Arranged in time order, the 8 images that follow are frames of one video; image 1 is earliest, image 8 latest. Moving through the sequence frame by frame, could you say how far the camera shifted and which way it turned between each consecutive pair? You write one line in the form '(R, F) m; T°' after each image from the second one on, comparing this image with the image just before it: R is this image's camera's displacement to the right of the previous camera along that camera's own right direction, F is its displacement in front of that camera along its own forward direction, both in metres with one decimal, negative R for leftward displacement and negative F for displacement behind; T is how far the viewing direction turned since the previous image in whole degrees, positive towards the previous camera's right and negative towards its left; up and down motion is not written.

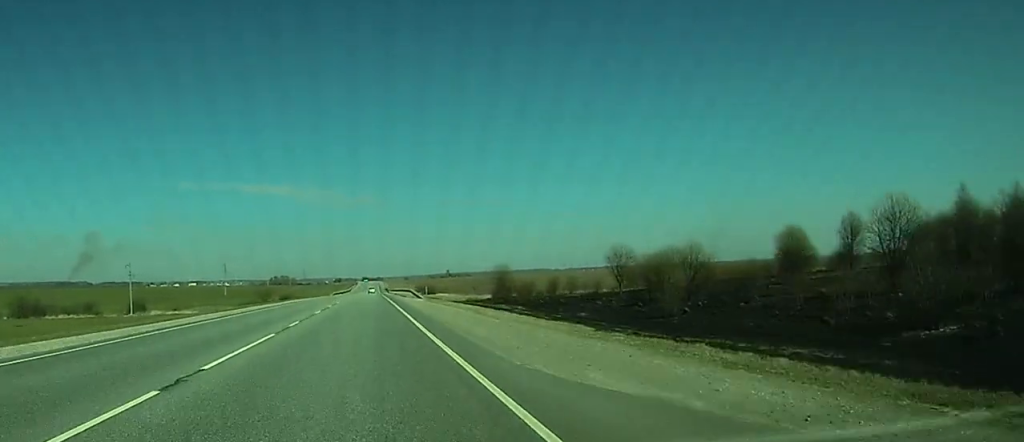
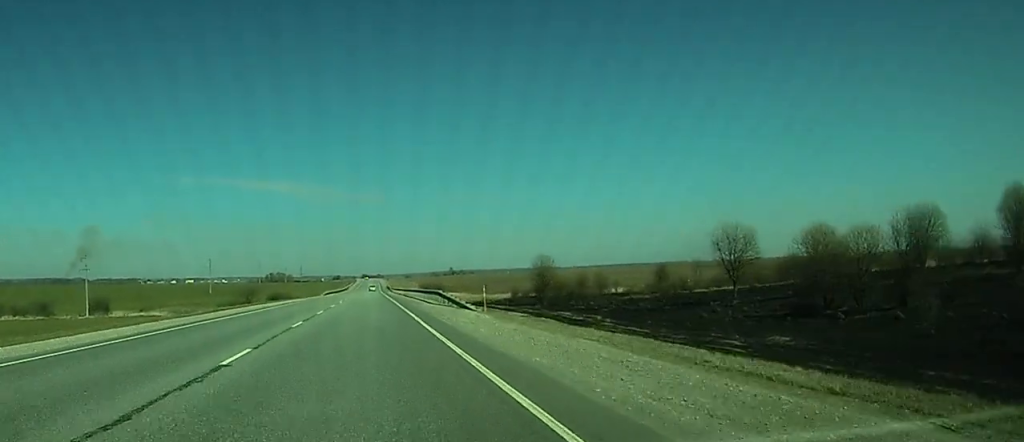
(0.0, +37.4) m; 0°
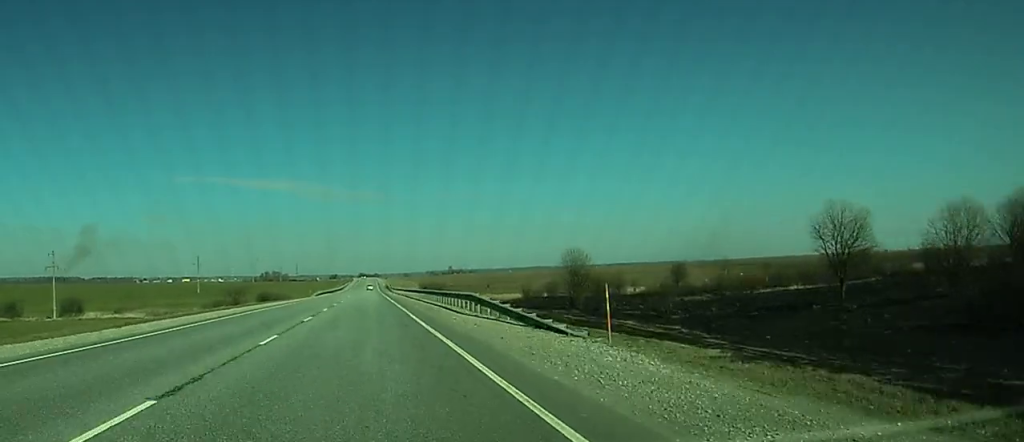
(+0.1, +19.6) m; 0°
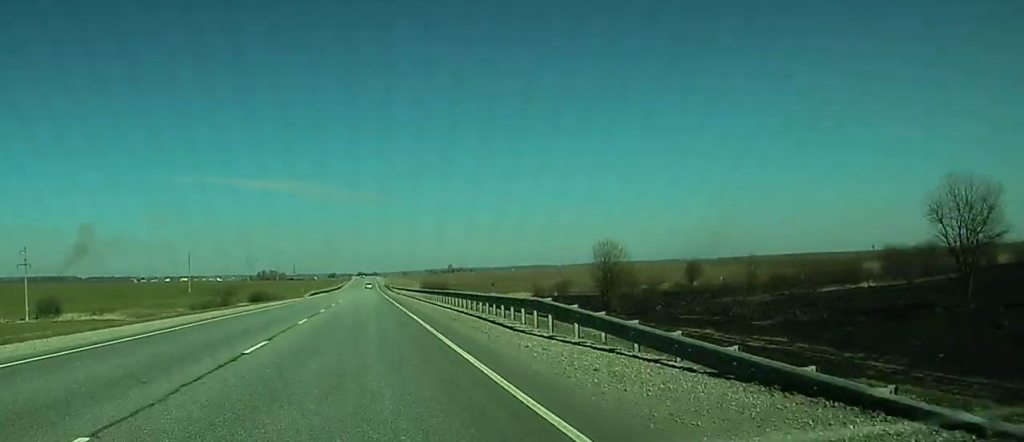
(+0.1, +14.5) m; 0°
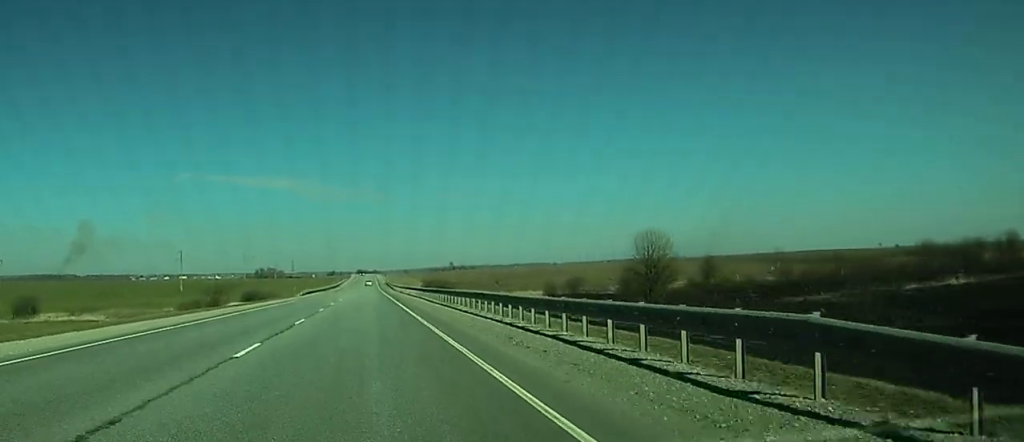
(-0.1, +13.4) m; 0°
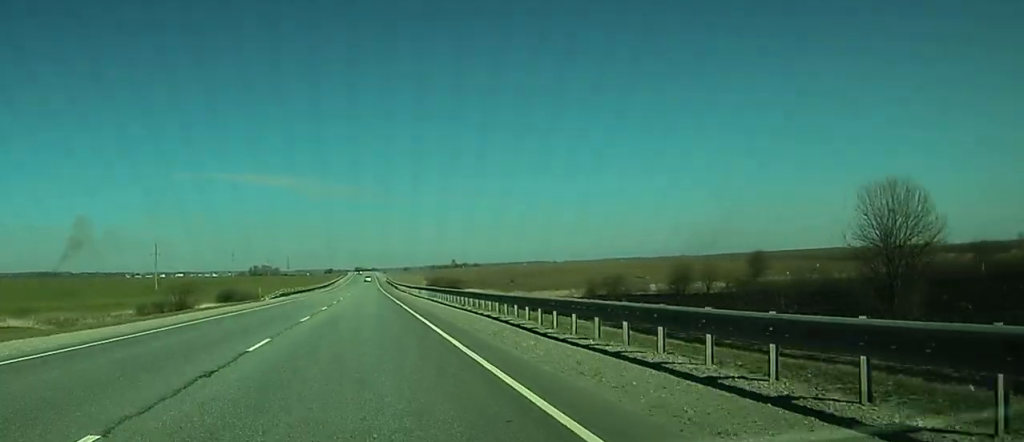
(-0.2, +35.0) m; 0°
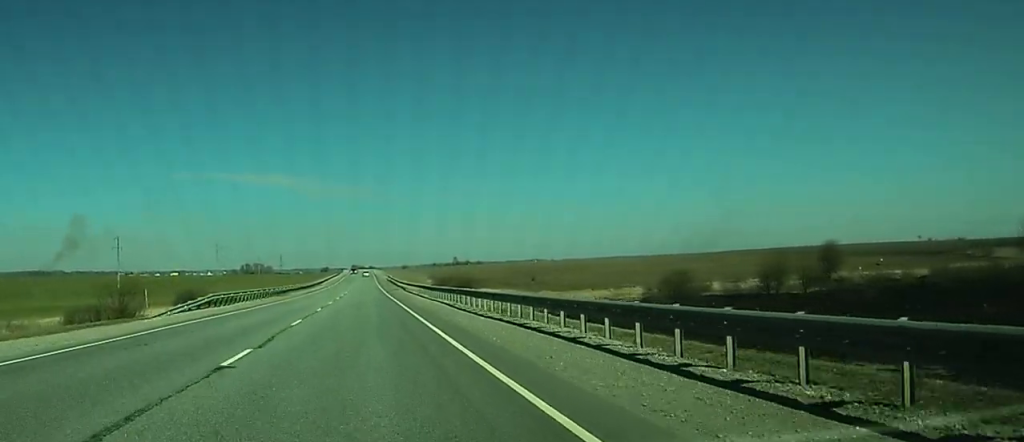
(+0.4, +39.4) m; 0°
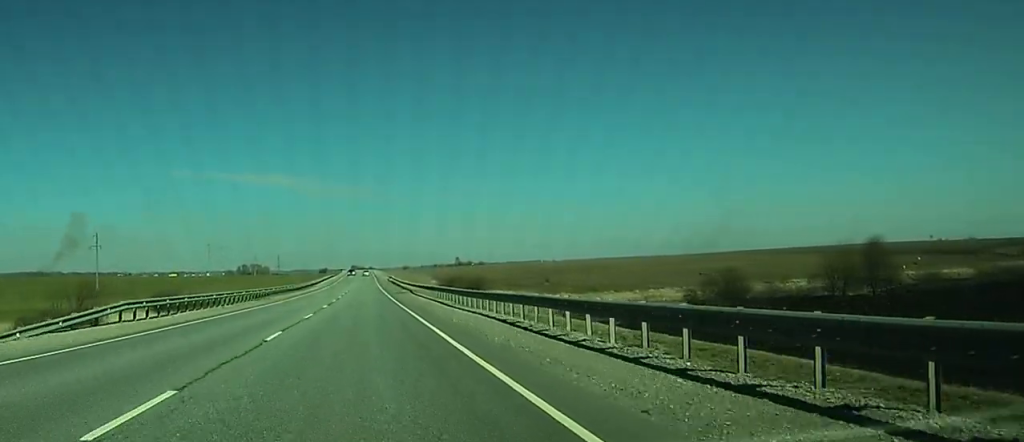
(-0.1, +18.8) m; 0°
